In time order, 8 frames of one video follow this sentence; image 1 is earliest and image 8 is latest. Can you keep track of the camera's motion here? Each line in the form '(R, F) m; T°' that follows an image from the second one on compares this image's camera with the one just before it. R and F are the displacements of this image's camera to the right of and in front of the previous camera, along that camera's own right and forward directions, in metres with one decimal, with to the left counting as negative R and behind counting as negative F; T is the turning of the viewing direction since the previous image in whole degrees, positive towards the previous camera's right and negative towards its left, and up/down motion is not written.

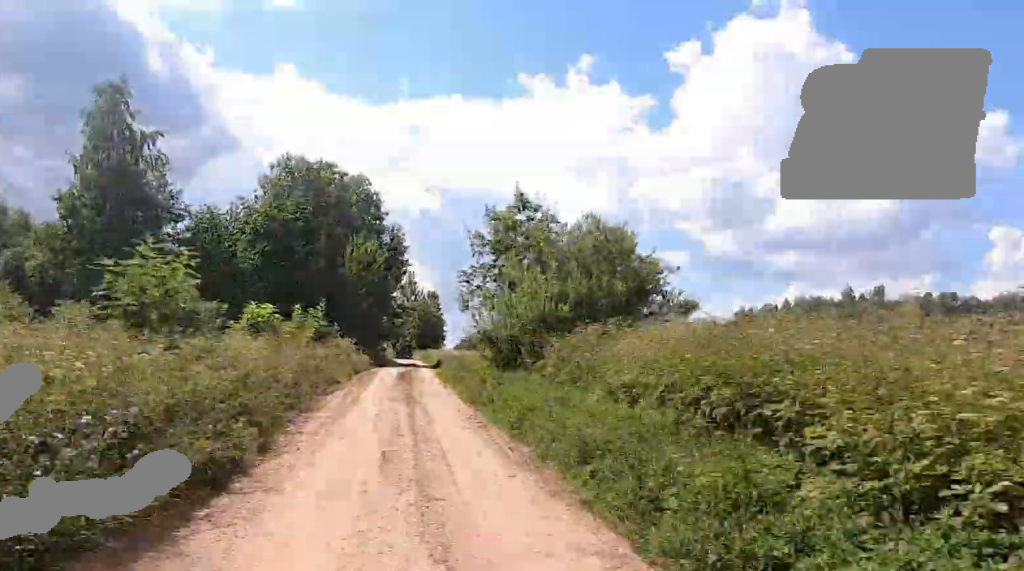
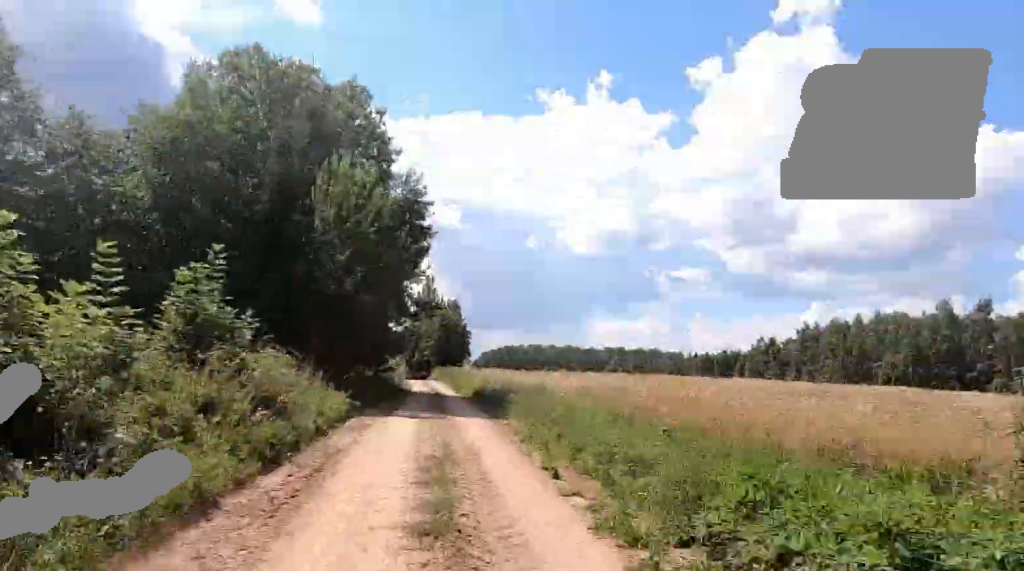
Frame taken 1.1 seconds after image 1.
(0.0, +18.4) m; 0°
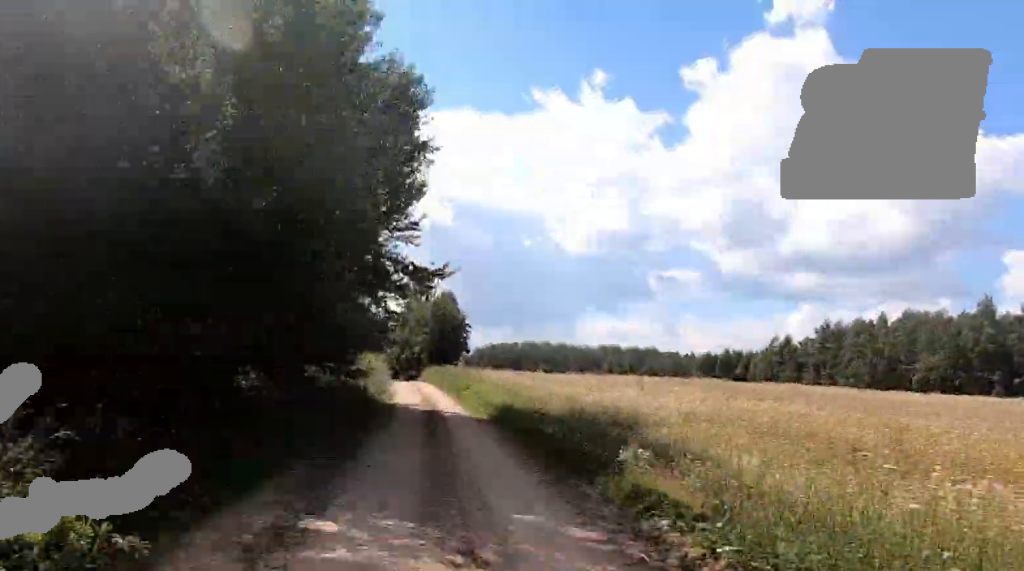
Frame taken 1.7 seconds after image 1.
(-0.1, +11.6) m; +1°
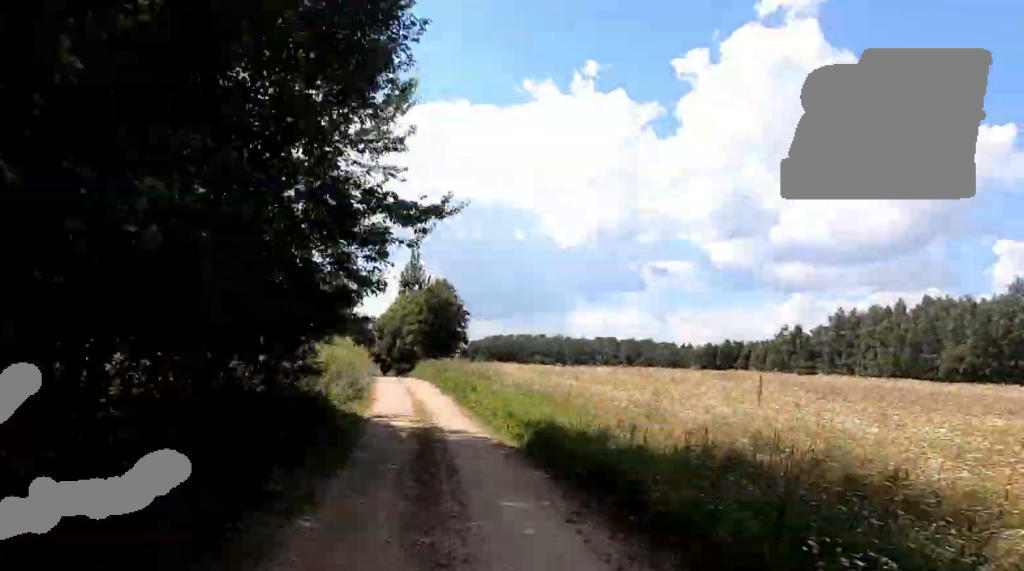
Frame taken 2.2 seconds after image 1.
(+0.2, +7.6) m; 0°
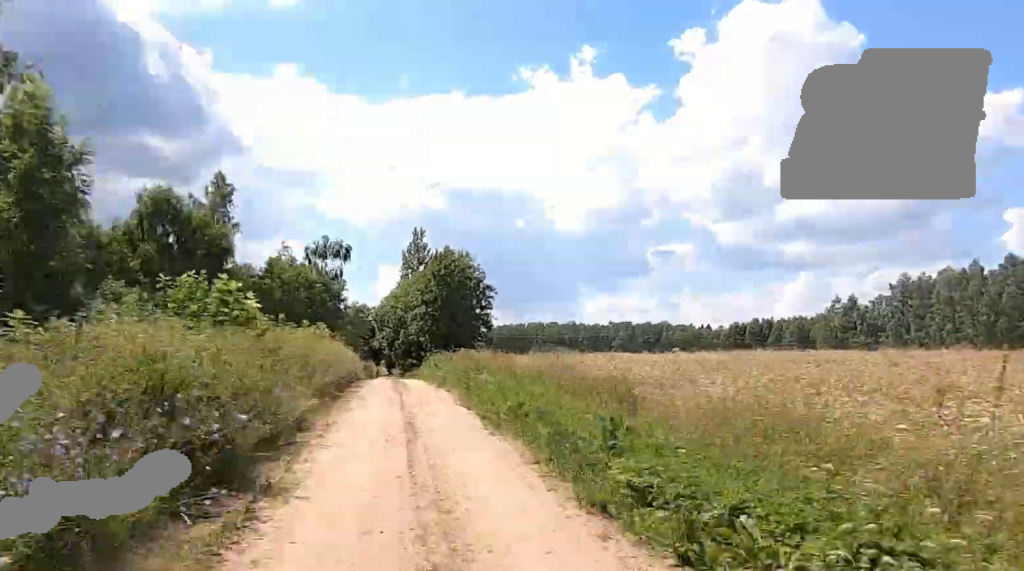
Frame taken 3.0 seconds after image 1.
(+0.3, +14.7) m; -2°
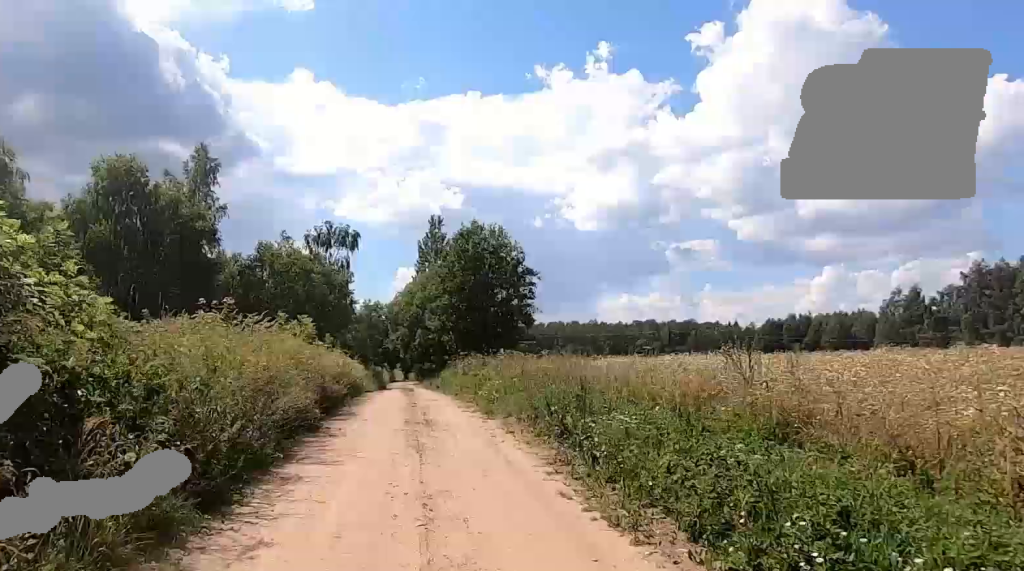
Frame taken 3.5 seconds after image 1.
(-0.5, +9.5) m; -2°
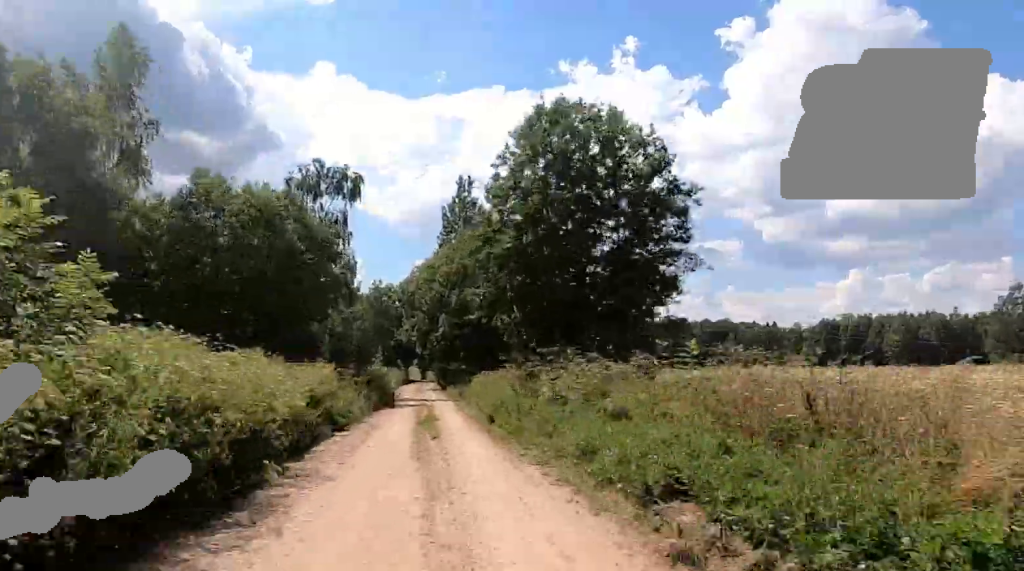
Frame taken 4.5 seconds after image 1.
(-0.3, +17.4) m; -1°
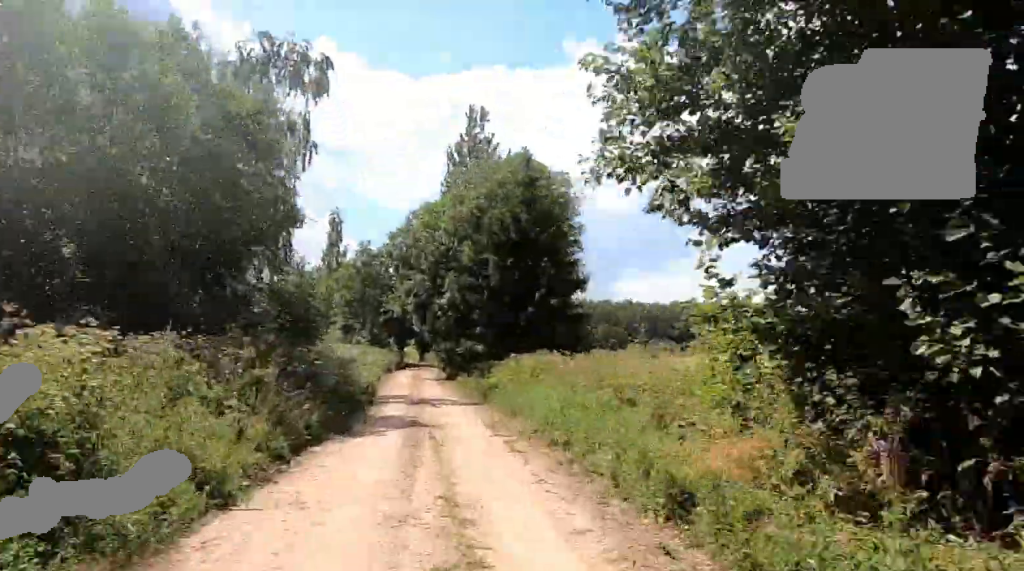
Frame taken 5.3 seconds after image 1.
(0.0, +13.8) m; 0°
